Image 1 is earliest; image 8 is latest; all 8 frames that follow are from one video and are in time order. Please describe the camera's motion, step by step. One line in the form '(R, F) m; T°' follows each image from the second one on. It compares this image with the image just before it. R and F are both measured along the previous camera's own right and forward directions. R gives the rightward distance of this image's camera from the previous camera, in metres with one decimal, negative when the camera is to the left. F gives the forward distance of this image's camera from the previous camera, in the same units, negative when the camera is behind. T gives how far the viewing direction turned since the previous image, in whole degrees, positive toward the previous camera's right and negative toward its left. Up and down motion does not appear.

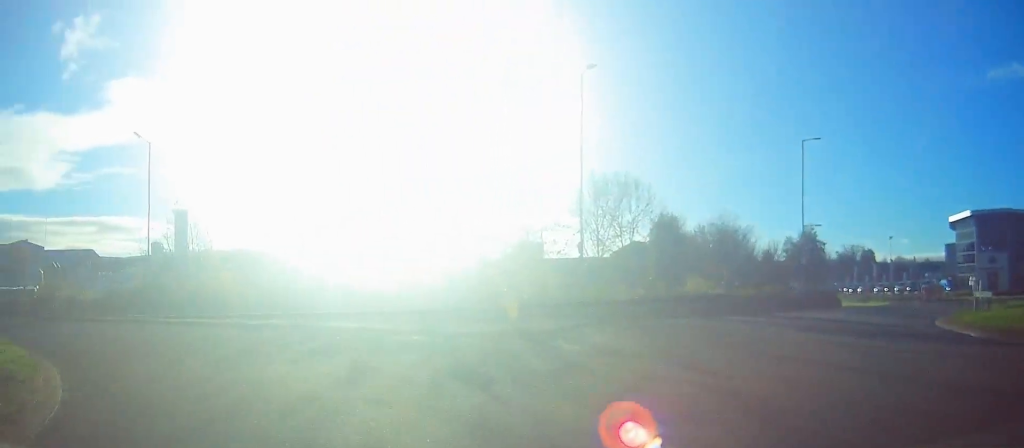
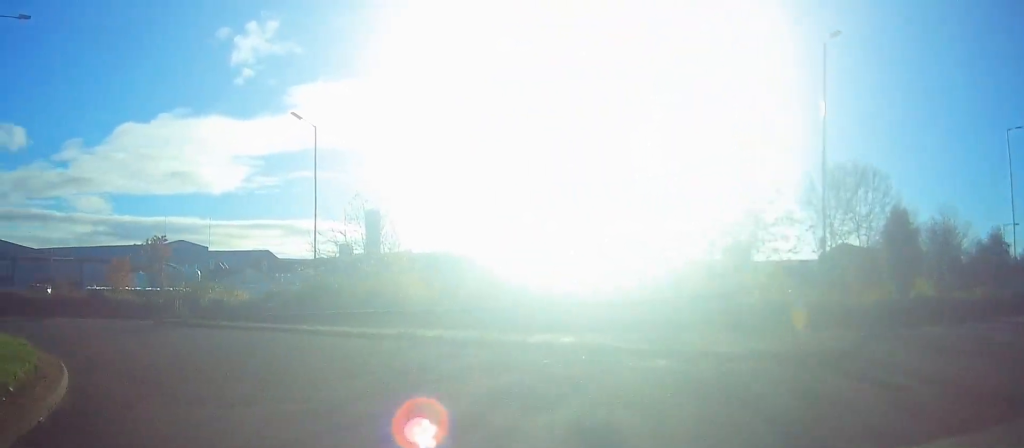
(-0.4, +4.5) m; -14°
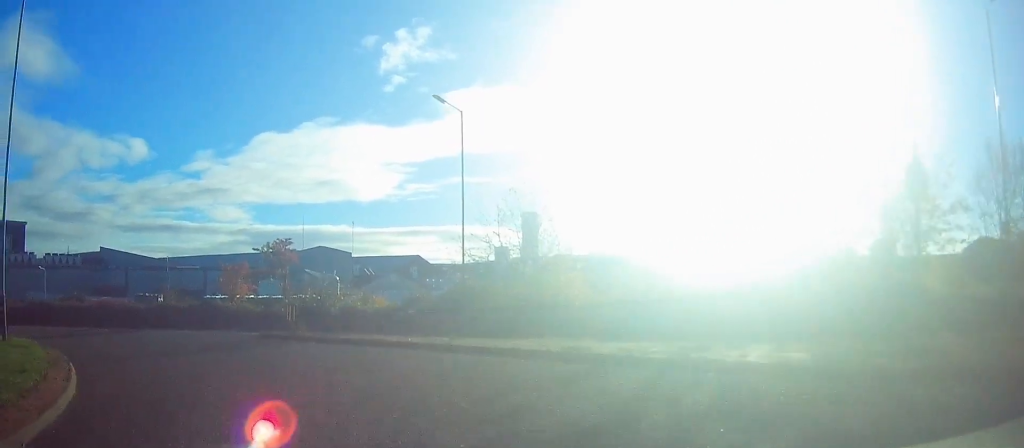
(-0.4, +3.7) m; -12°
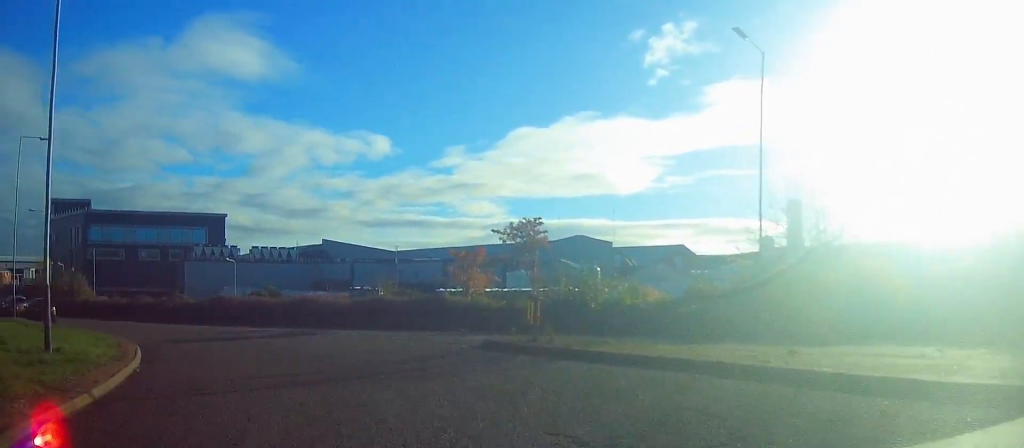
(-1.3, +6.6) m; -24°
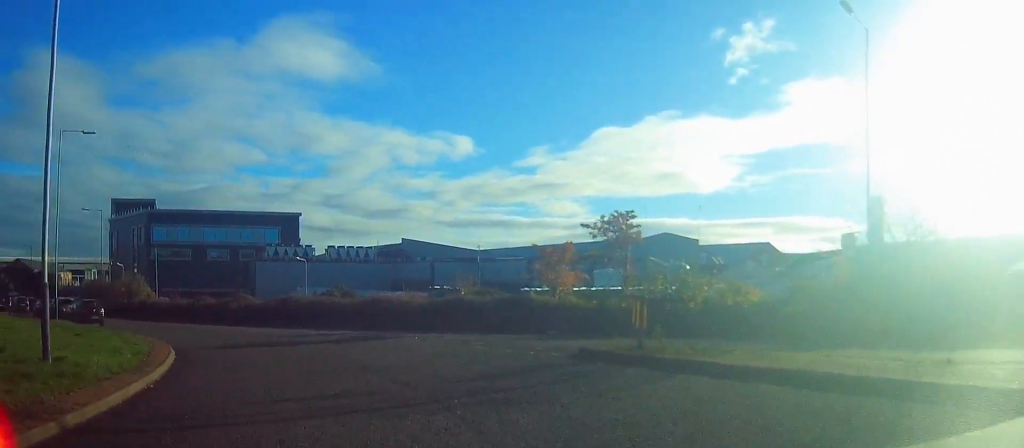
(0.0, +2.2) m; -7°
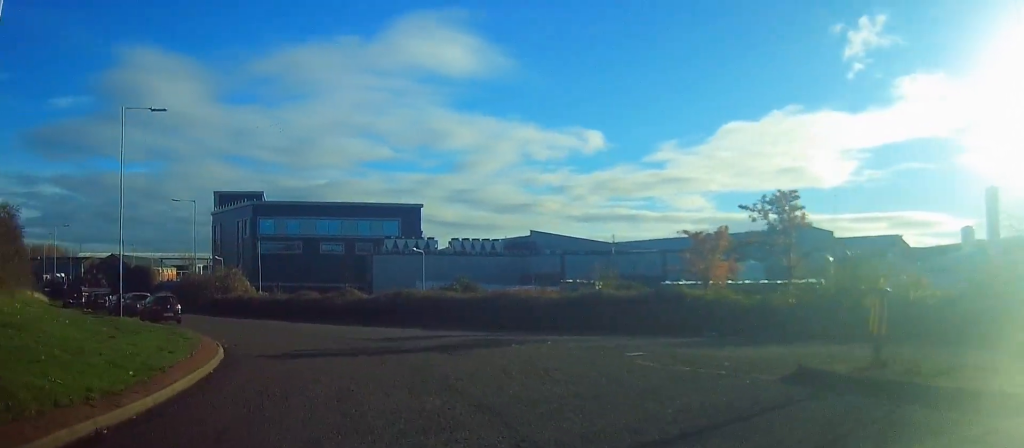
(-0.8, +4.1) m; -9°
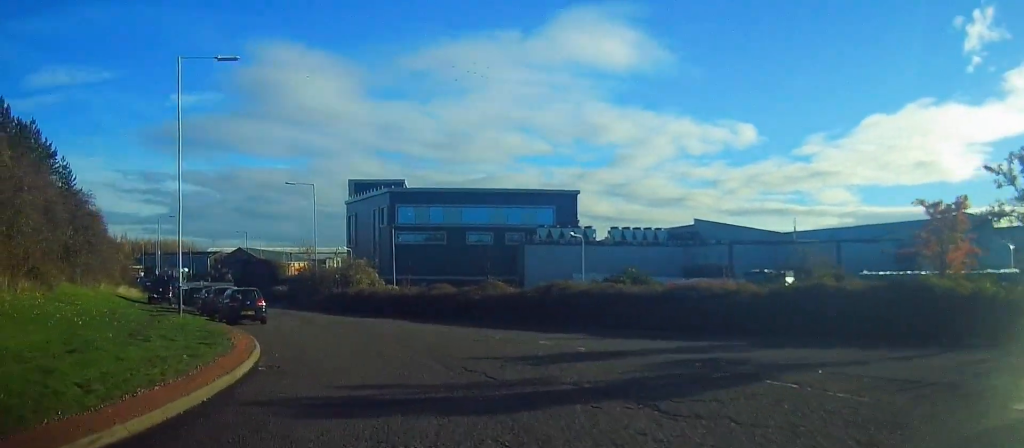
(-0.4, +7.0) m; -14°
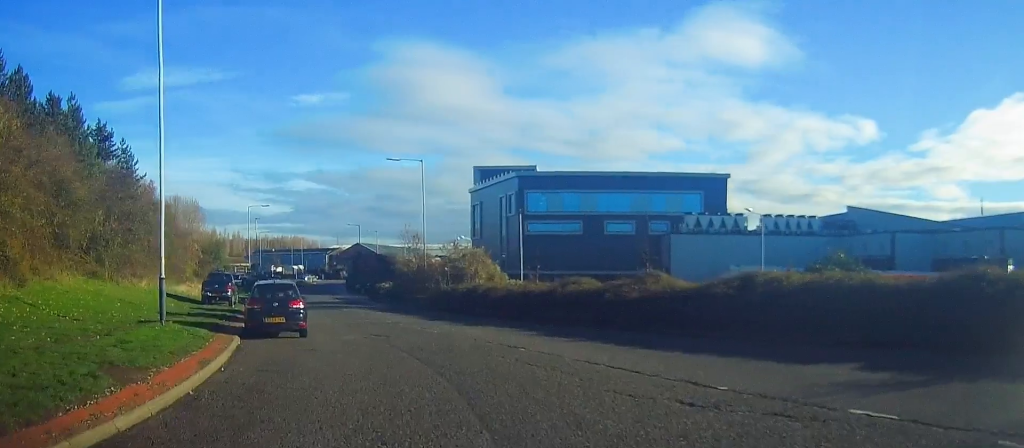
(-2.1, +9.4) m; -17°
